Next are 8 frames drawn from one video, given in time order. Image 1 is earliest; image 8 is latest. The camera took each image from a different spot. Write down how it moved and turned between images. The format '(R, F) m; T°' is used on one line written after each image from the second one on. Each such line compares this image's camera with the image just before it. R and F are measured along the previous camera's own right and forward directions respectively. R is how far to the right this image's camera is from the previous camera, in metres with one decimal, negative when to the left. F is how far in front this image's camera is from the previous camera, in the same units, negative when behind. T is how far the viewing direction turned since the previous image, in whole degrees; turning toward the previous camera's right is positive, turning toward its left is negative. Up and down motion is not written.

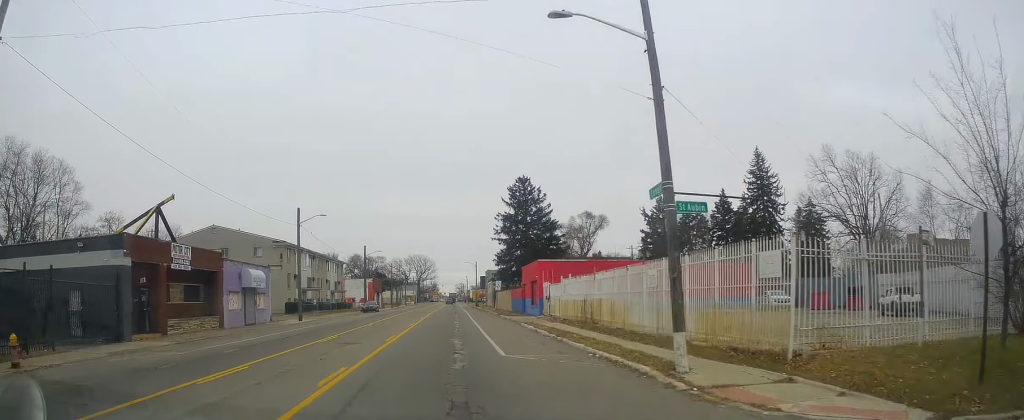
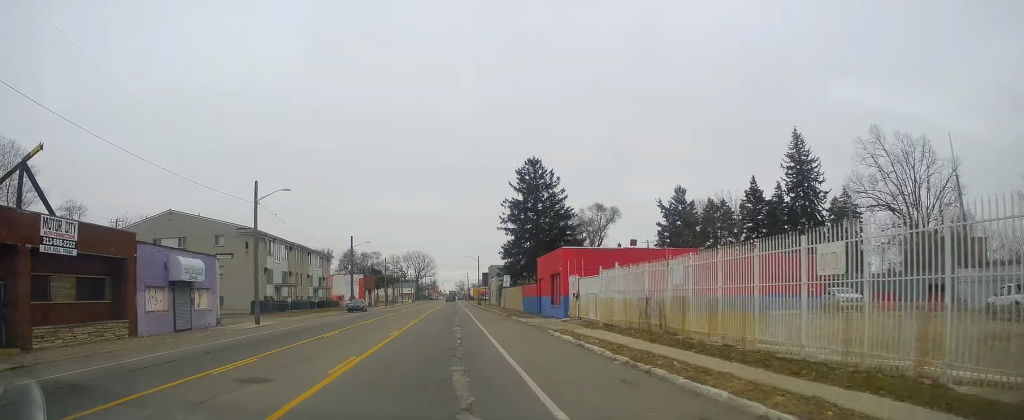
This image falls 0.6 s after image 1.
(0.0, +11.1) m; 0°
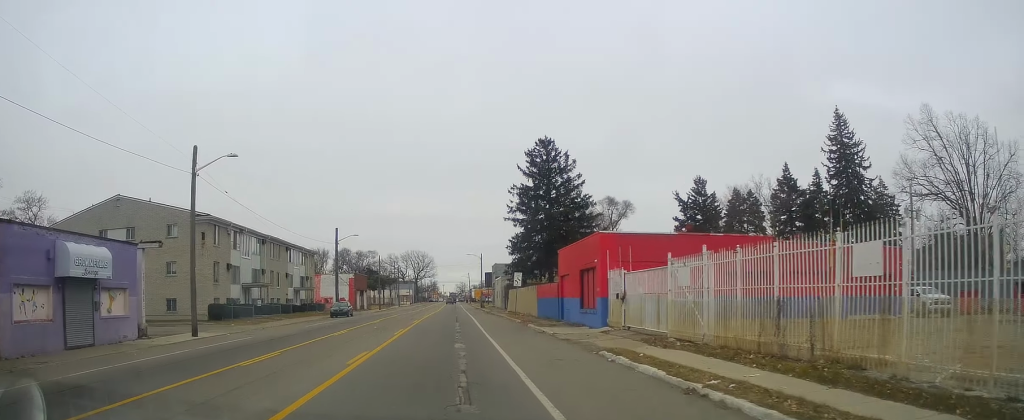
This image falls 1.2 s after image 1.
(-0.1, +10.0) m; -1°
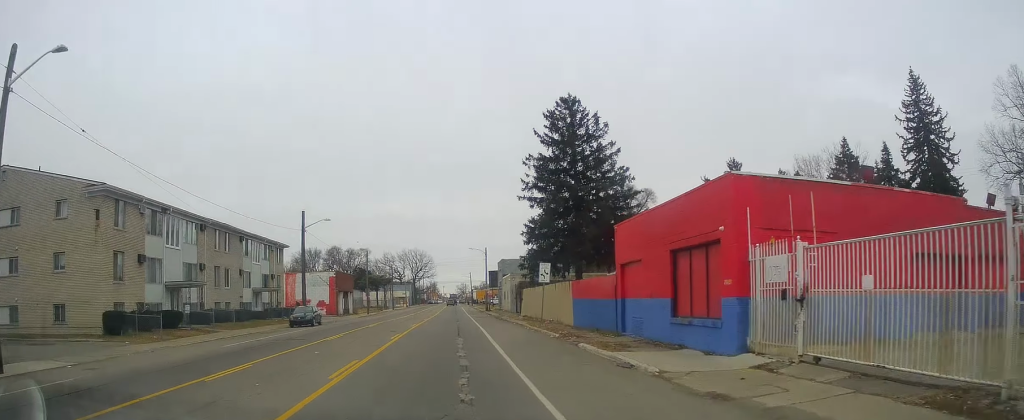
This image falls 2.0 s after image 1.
(-0.1, +14.6) m; 0°
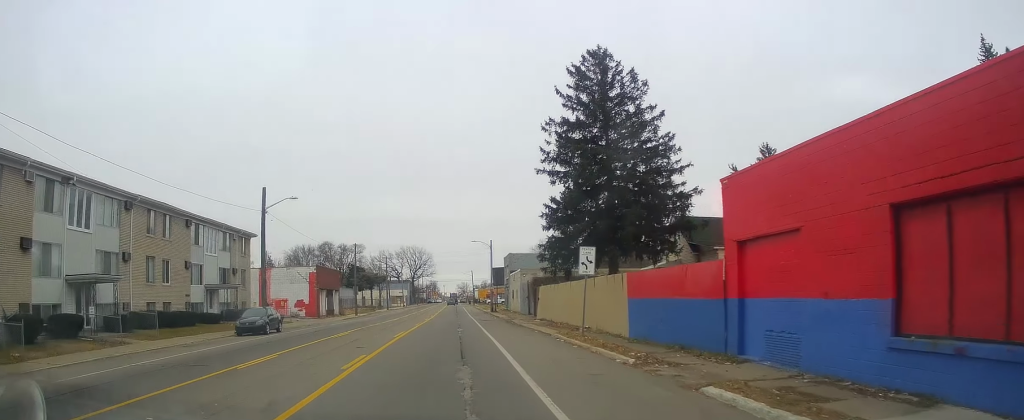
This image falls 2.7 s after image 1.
(0.0, +11.0) m; +1°
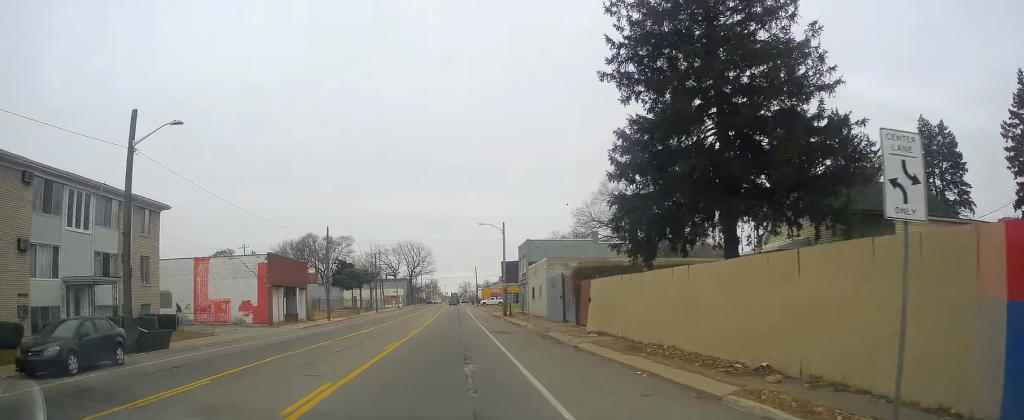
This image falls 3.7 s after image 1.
(+0.2, +17.8) m; 0°
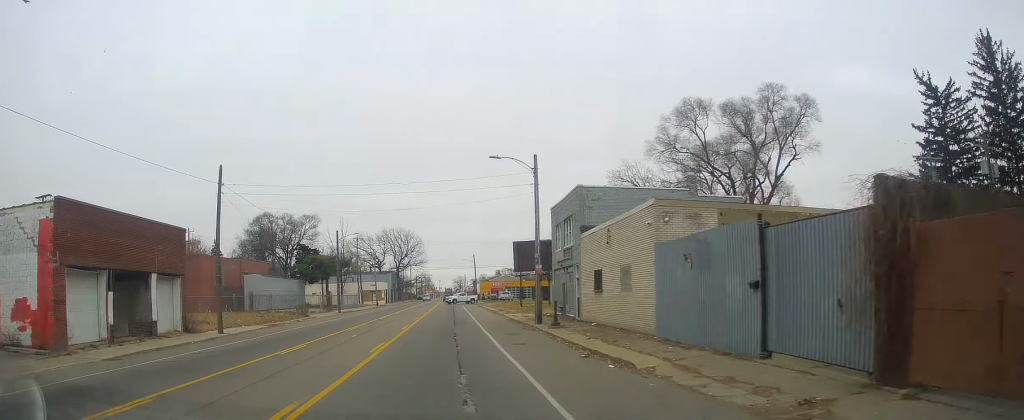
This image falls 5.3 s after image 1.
(-0.6, +26.8) m; -2°
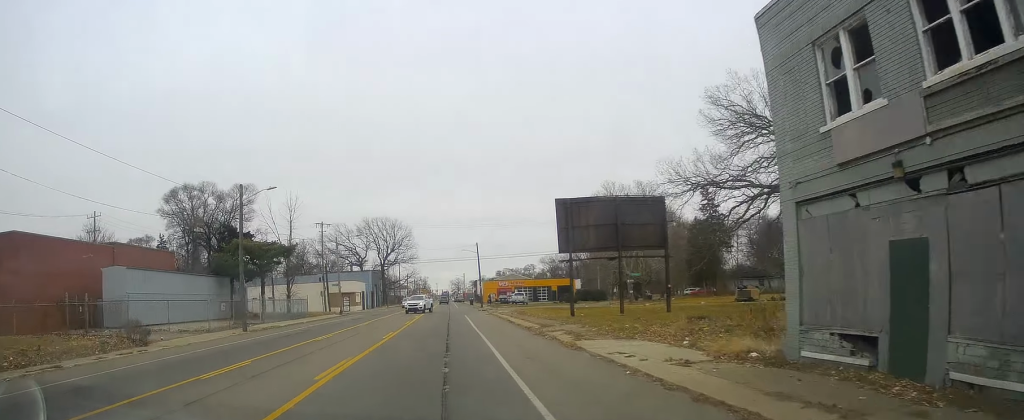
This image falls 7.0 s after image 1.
(+0.4, +30.5) m; +2°
